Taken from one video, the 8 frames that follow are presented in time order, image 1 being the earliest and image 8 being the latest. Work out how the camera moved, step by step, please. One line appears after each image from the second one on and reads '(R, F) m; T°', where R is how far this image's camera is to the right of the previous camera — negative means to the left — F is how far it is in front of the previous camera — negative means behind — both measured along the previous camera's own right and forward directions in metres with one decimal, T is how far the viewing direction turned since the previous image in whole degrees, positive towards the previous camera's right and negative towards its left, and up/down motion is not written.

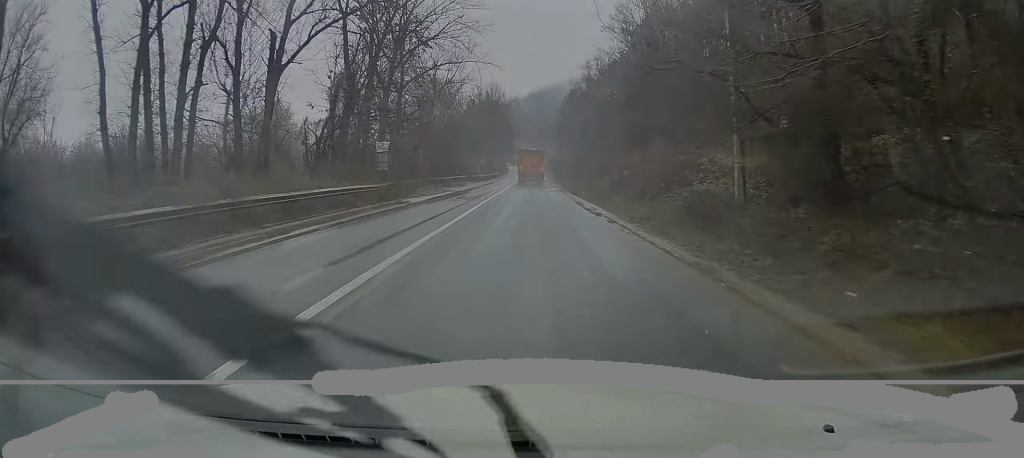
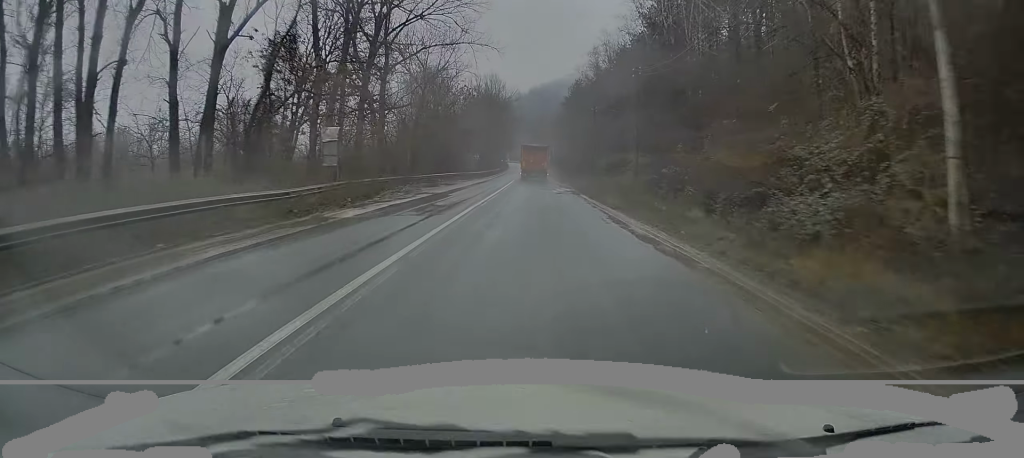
(+0.1, +11.3) m; 0°
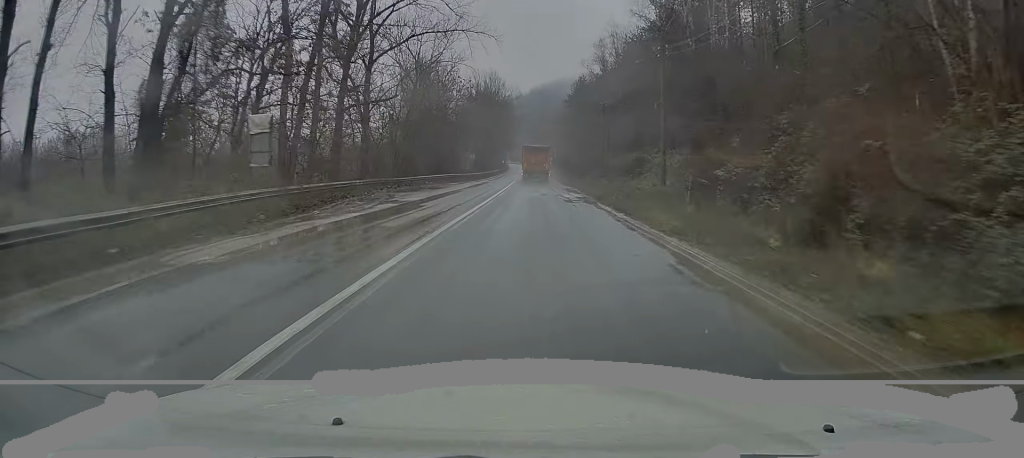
(0.0, +8.2) m; 0°
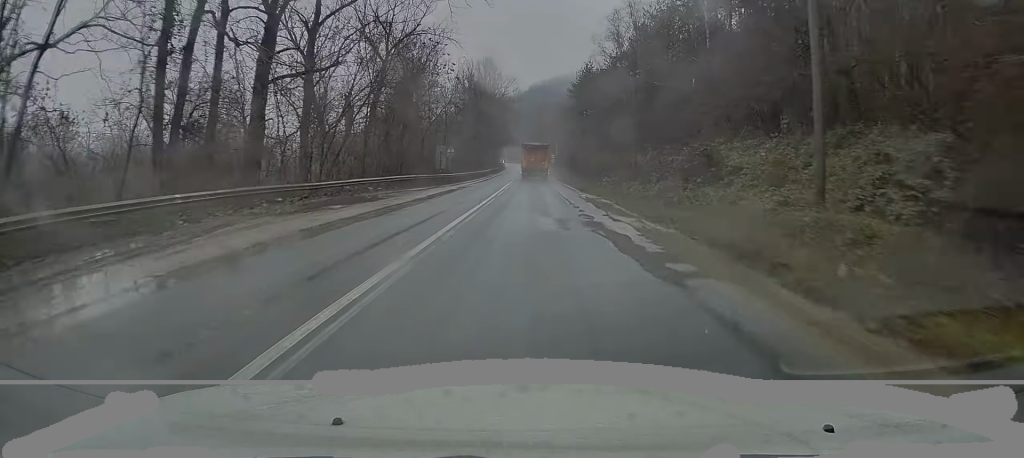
(0.0, +18.9) m; 0°
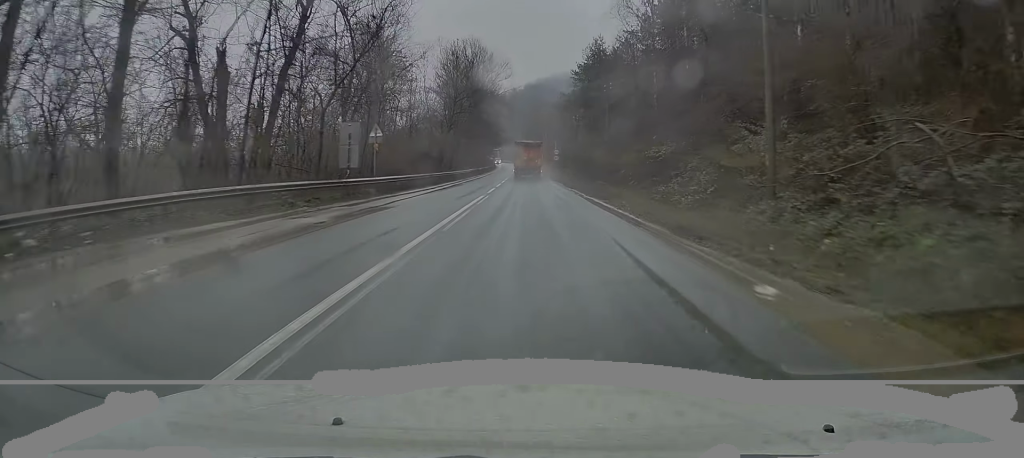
(0.0, +25.4) m; -1°
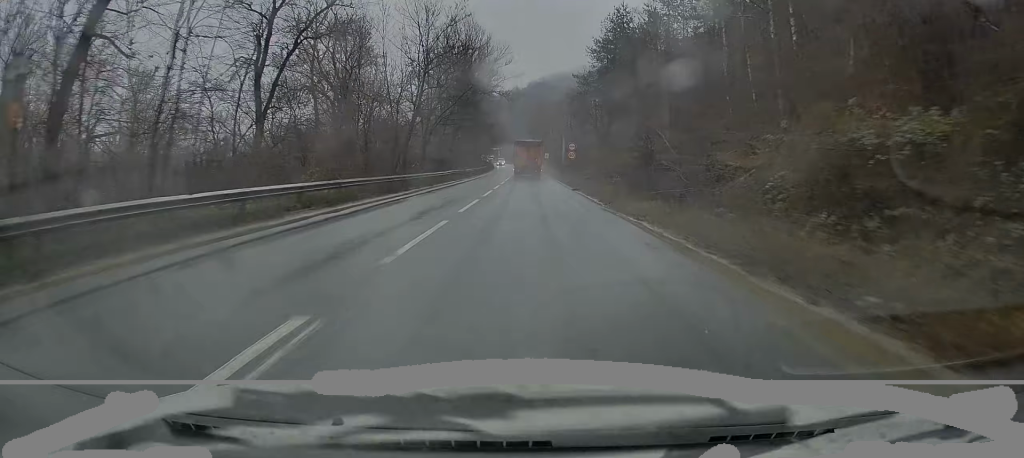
(-0.4, +22.0) m; 0°
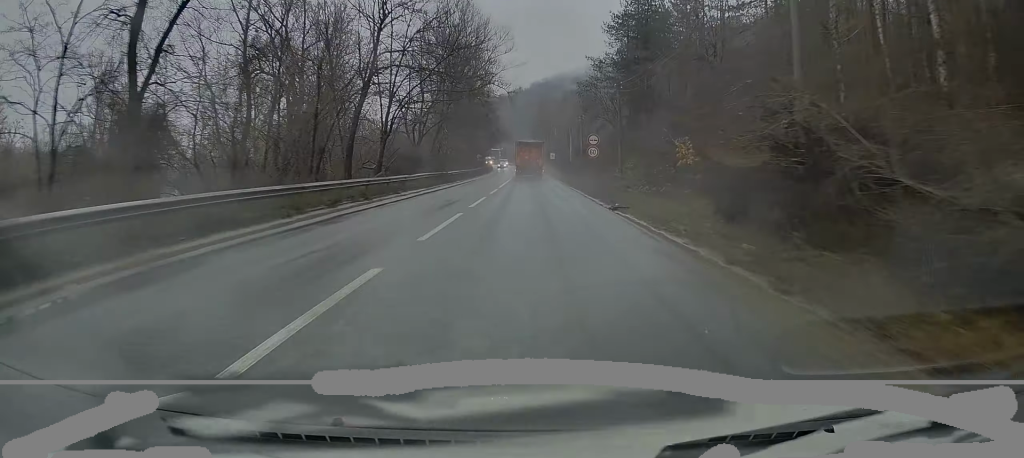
(+0.3, +15.7) m; 0°
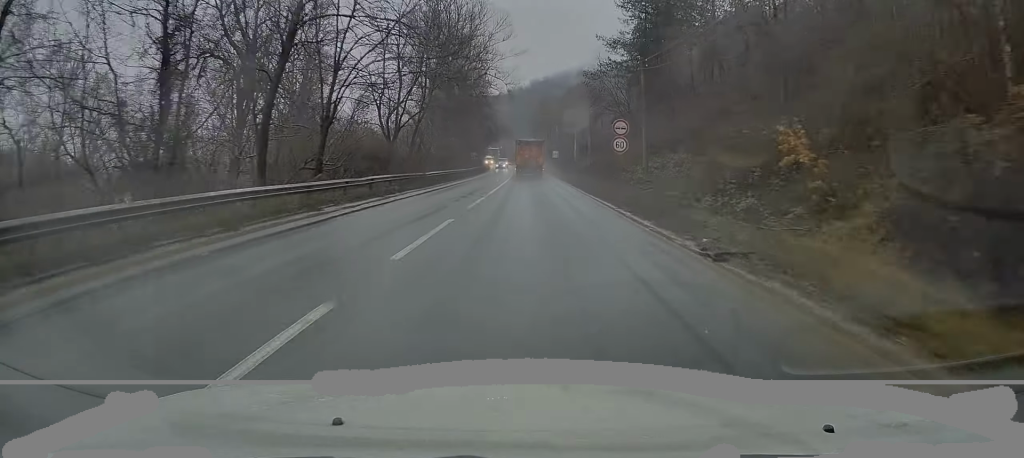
(-0.3, +11.2) m; 0°
